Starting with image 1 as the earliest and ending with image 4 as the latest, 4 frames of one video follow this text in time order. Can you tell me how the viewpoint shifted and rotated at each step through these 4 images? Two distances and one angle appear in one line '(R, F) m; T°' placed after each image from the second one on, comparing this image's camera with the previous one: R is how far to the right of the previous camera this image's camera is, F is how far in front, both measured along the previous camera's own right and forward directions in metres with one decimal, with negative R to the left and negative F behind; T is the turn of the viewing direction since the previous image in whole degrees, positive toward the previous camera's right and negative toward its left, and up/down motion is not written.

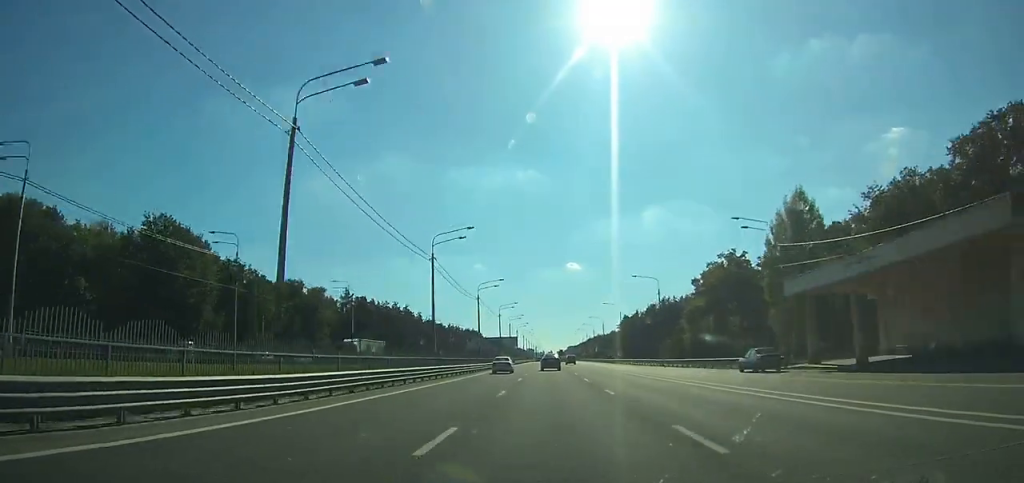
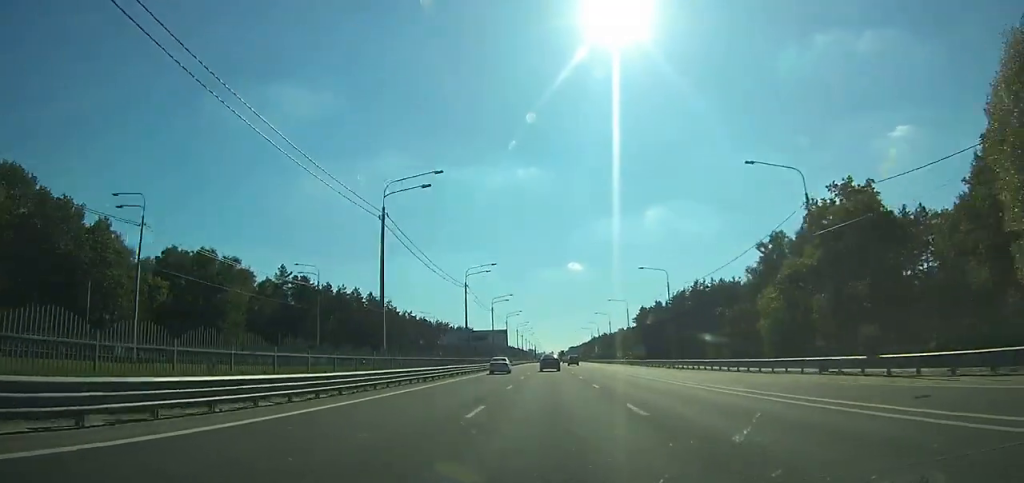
(+0.1, +42.5) m; 0°
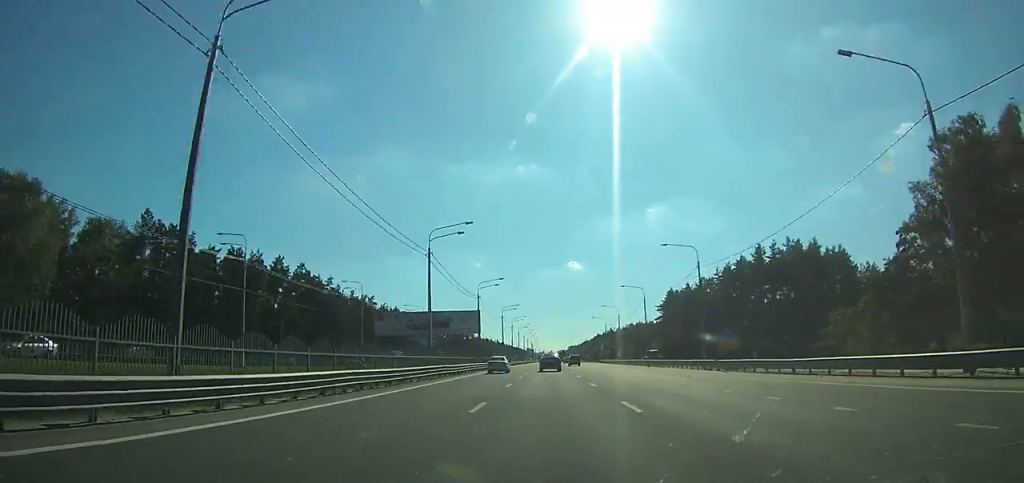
(-0.1, +46.0) m; 0°
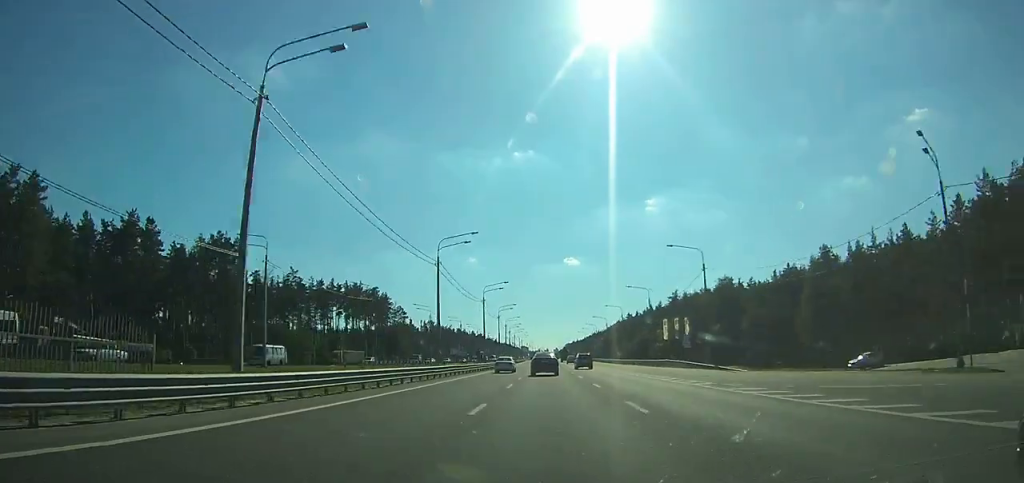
(+0.2, +181.9) m; 0°
